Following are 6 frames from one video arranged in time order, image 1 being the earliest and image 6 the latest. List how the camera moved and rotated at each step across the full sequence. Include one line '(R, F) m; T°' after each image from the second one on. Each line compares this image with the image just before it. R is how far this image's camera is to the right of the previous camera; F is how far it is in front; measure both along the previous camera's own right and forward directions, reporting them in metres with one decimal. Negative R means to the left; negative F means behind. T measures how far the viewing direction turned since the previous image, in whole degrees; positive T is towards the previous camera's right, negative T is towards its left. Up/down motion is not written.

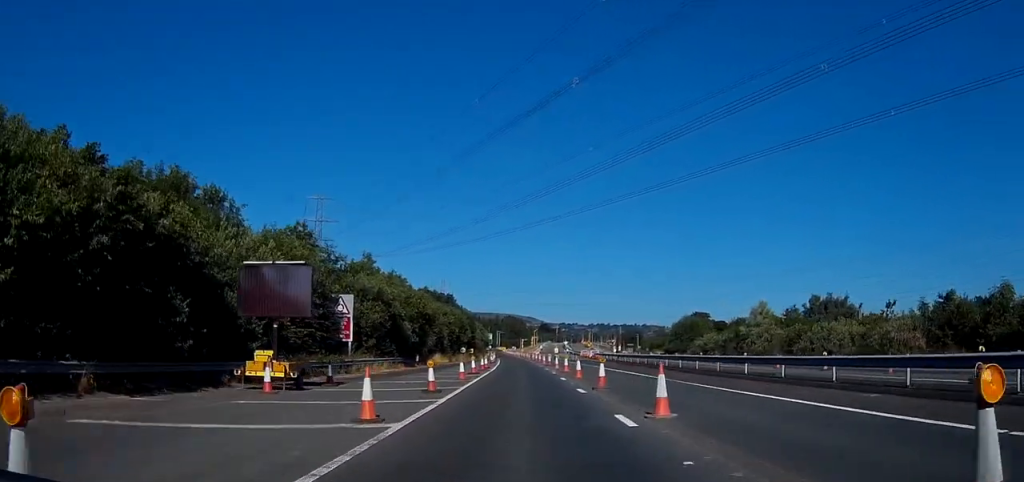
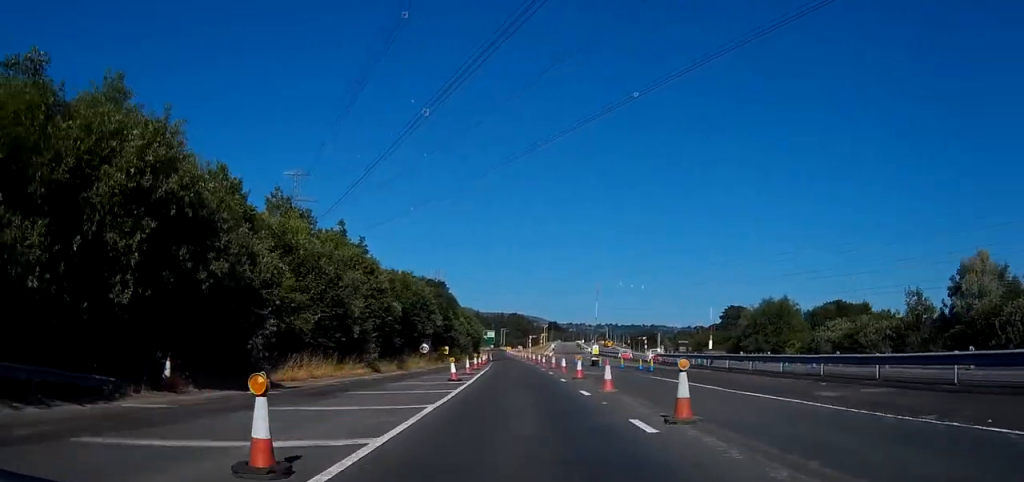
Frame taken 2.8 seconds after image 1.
(+0.1, +48.3) m; 0°
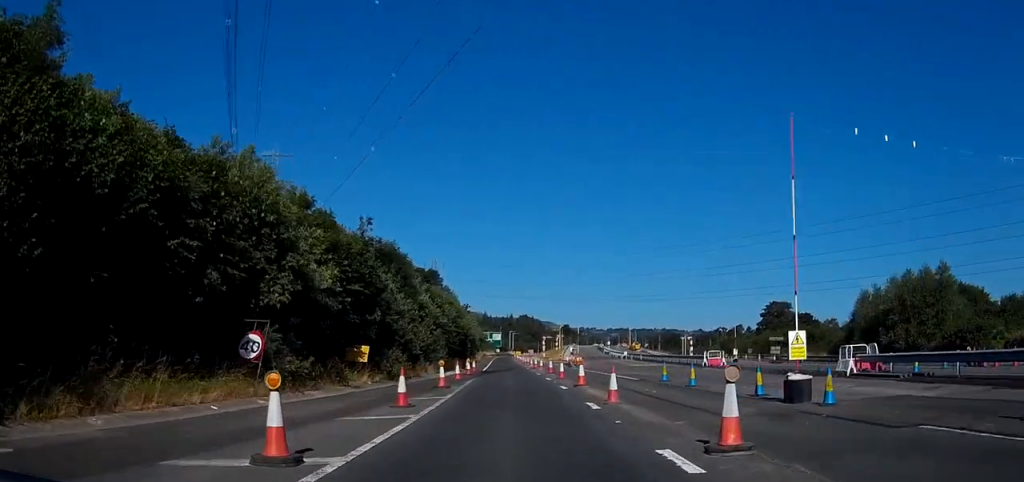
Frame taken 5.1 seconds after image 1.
(-0.1, +40.3) m; 0°
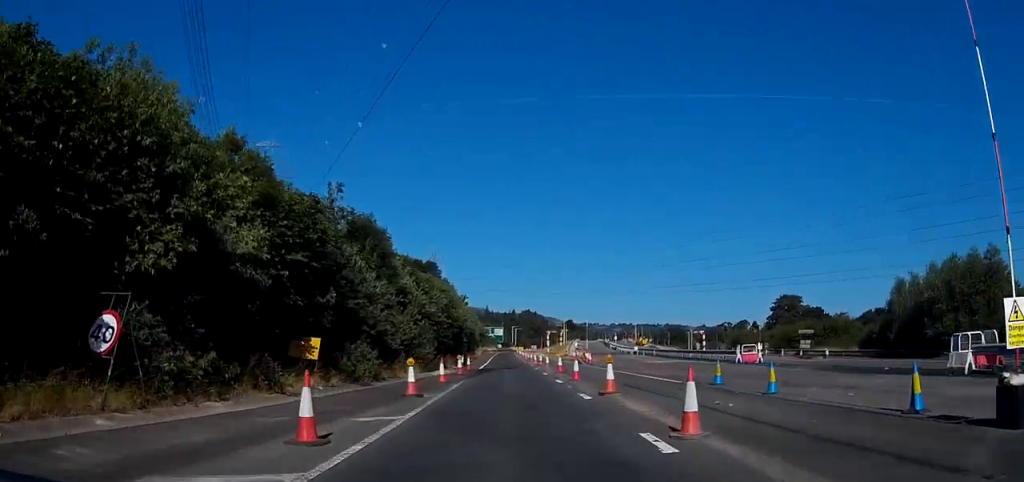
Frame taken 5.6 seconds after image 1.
(0.0, +8.1) m; 0°
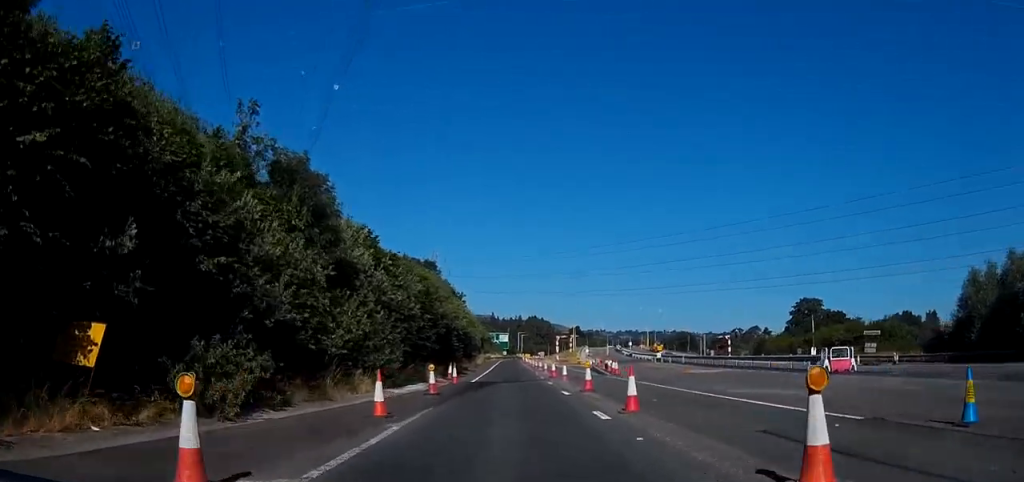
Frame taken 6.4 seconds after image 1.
(+0.1, +13.3) m; 0°
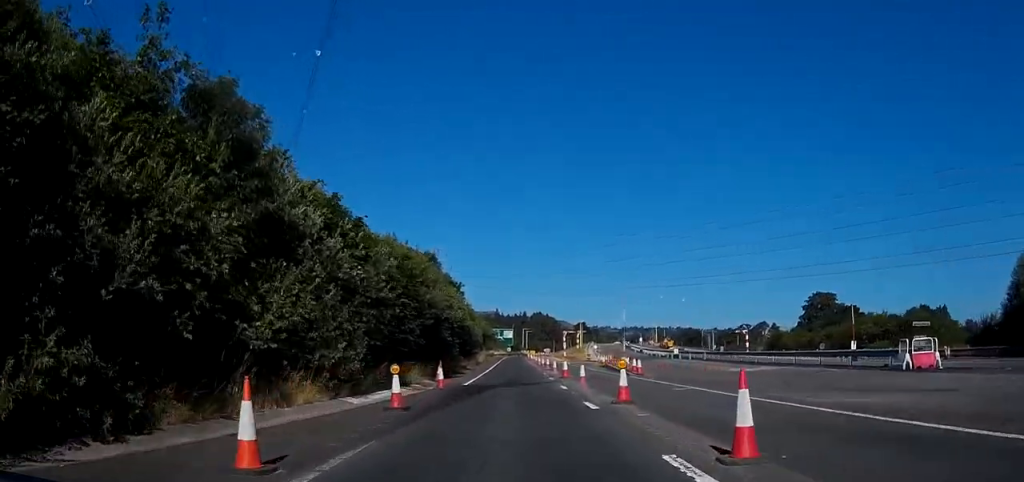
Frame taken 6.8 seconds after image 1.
(-0.1, +7.5) m; 0°
